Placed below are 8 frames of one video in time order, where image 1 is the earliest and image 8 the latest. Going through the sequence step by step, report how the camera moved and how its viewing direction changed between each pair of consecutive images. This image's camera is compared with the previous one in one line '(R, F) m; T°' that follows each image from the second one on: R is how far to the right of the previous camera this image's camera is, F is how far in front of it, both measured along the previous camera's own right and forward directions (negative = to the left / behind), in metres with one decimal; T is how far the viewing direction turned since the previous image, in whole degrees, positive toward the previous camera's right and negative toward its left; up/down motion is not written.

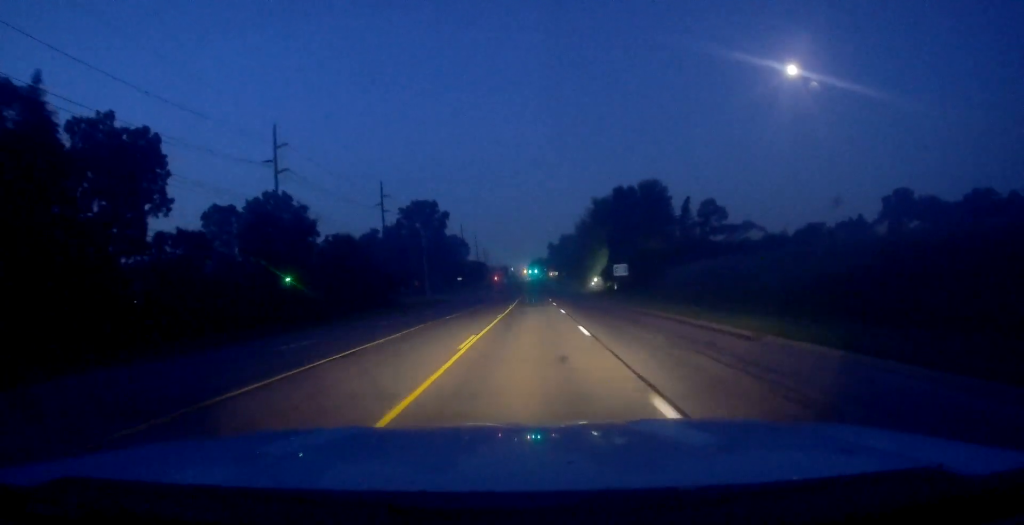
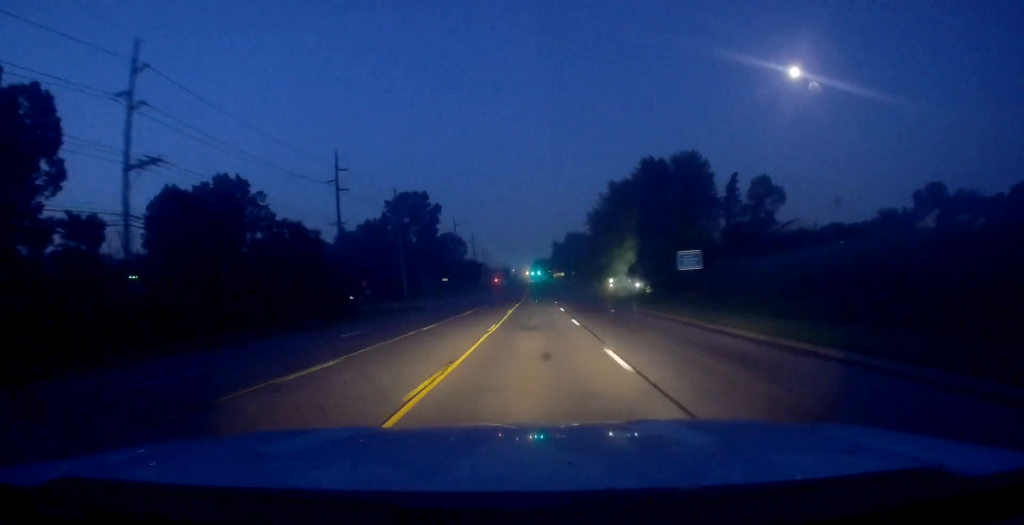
(-0.6, +23.3) m; 0°
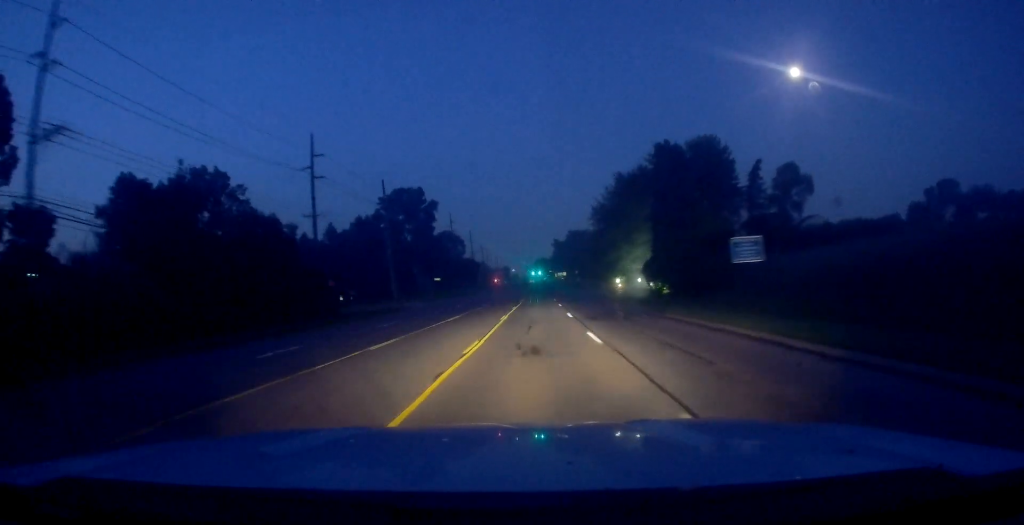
(+0.1, +8.4) m; +1°
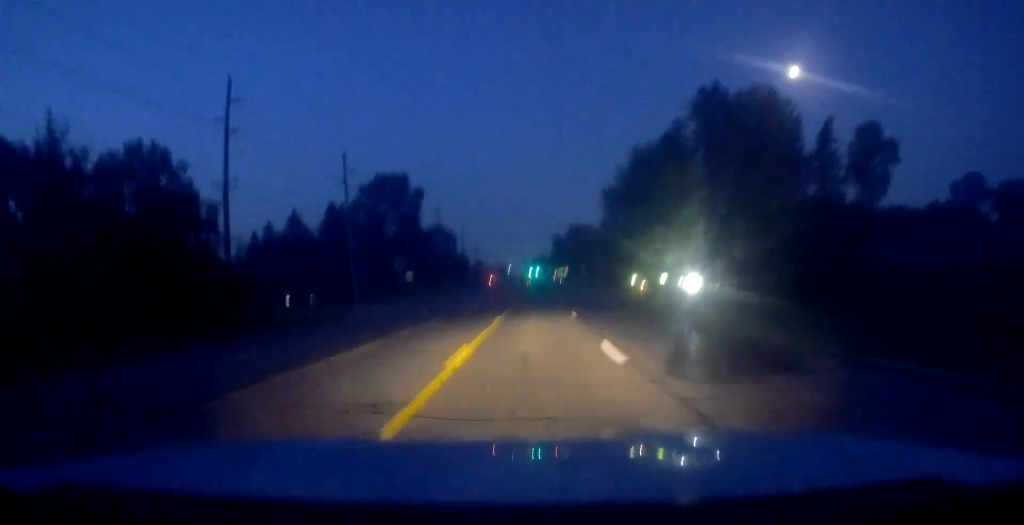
(+0.3, +18.7) m; 0°
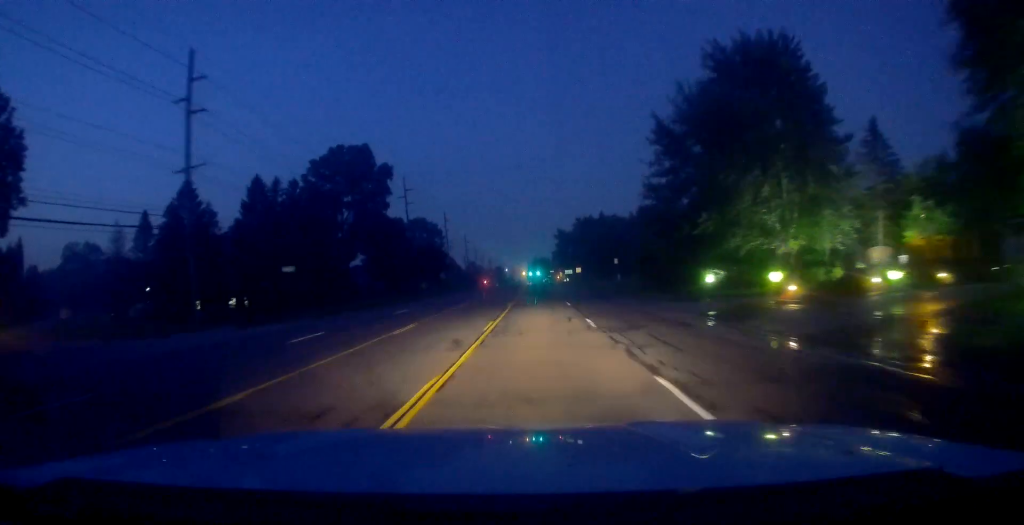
(-0.4, +36.8) m; 0°
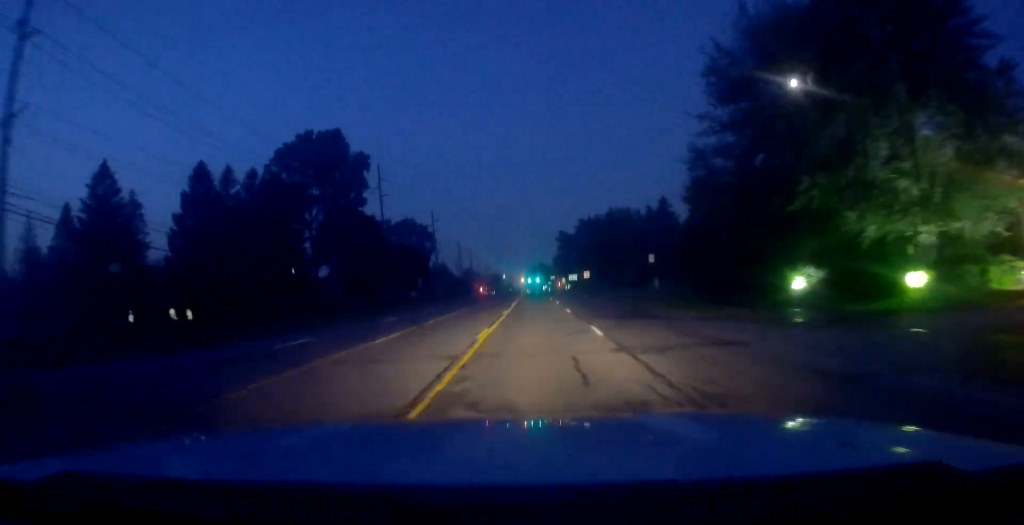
(+0.4, +17.4) m; +1°
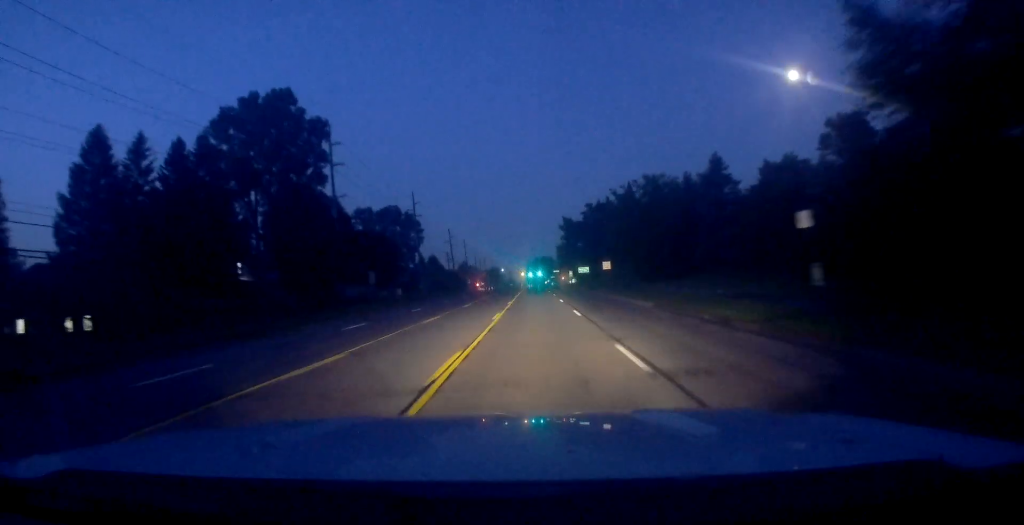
(-0.2, +22.3) m; 0°
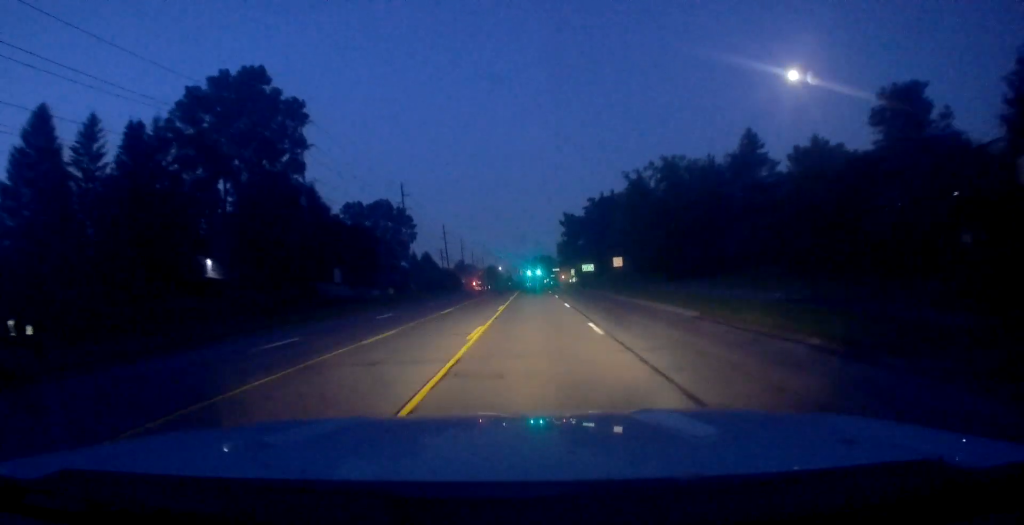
(+0.2, +9.0) m; 0°
